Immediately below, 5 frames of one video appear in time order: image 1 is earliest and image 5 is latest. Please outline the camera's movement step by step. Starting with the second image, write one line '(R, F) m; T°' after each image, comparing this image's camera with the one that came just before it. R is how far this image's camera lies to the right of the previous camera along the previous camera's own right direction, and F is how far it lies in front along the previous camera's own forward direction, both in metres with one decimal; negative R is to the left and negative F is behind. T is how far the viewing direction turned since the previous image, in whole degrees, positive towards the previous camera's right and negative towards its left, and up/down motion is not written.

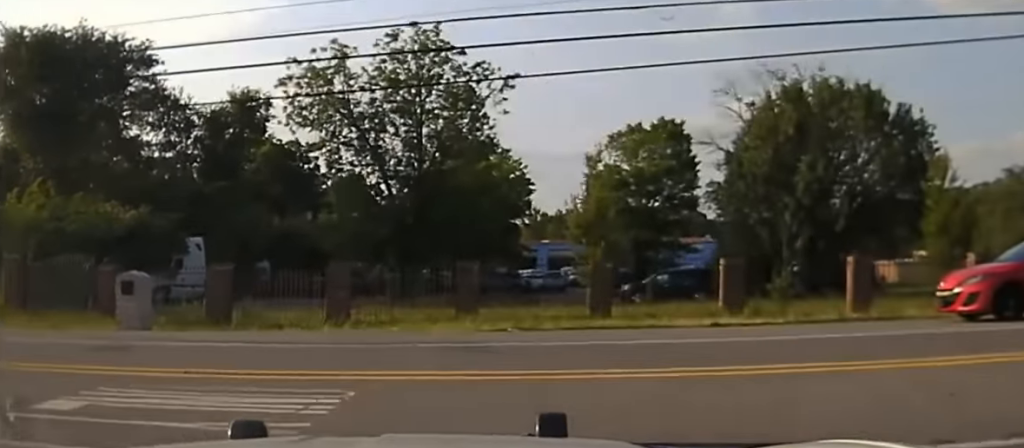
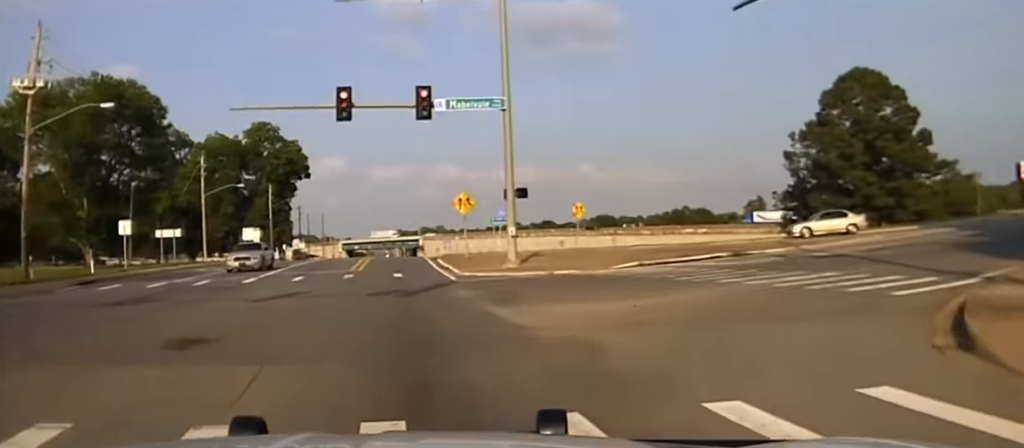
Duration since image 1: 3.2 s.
(+13.7, +4.4) m; +98°
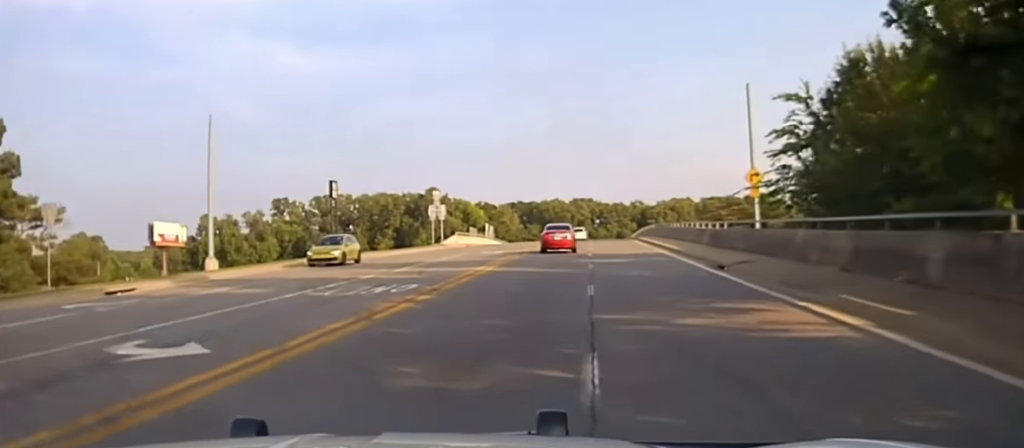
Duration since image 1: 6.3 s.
(+13.0, +28.9) m; +46°
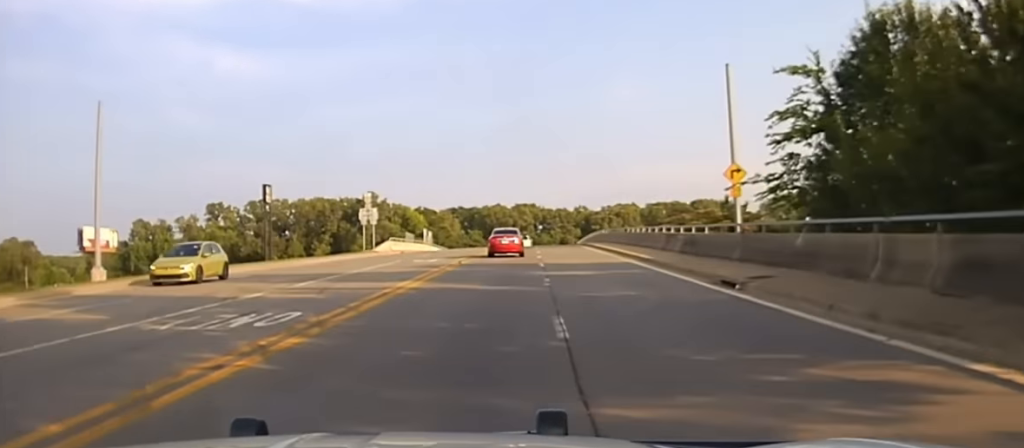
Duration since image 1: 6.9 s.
(+0.1, +7.5) m; +1°
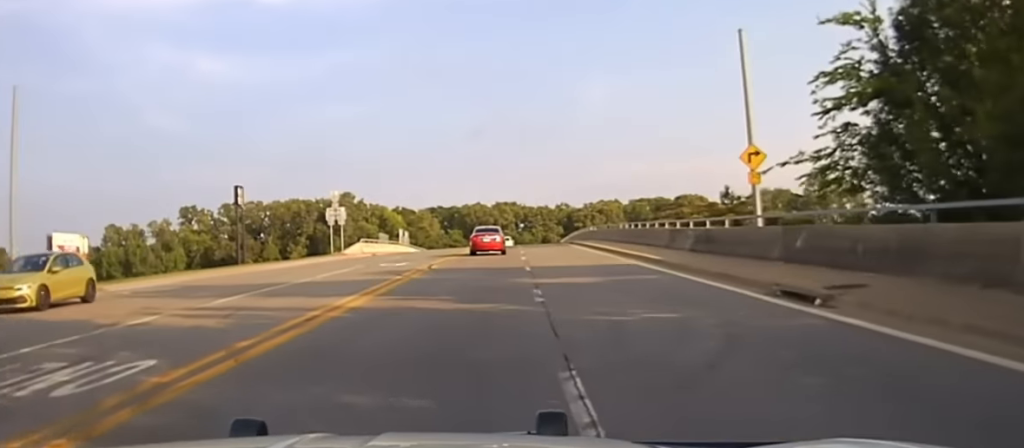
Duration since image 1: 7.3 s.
(0.0, +5.8) m; 0°
